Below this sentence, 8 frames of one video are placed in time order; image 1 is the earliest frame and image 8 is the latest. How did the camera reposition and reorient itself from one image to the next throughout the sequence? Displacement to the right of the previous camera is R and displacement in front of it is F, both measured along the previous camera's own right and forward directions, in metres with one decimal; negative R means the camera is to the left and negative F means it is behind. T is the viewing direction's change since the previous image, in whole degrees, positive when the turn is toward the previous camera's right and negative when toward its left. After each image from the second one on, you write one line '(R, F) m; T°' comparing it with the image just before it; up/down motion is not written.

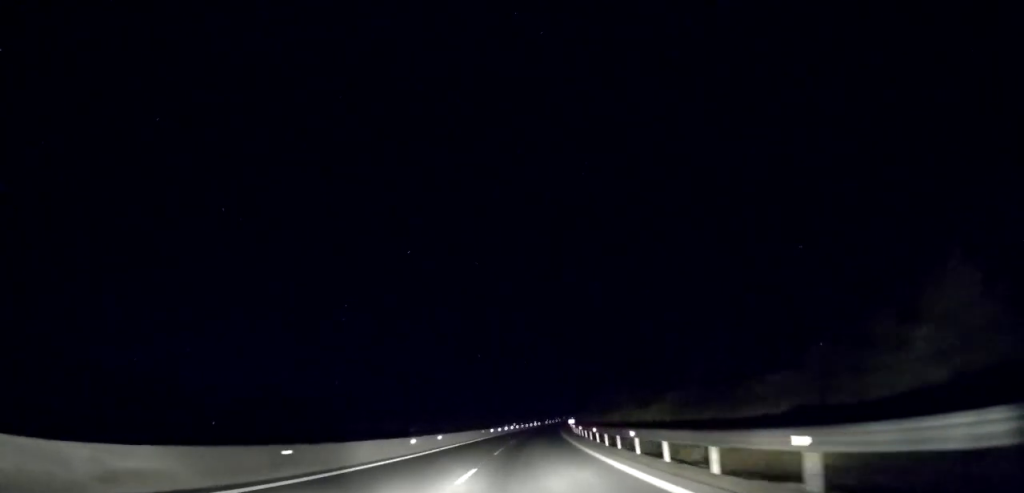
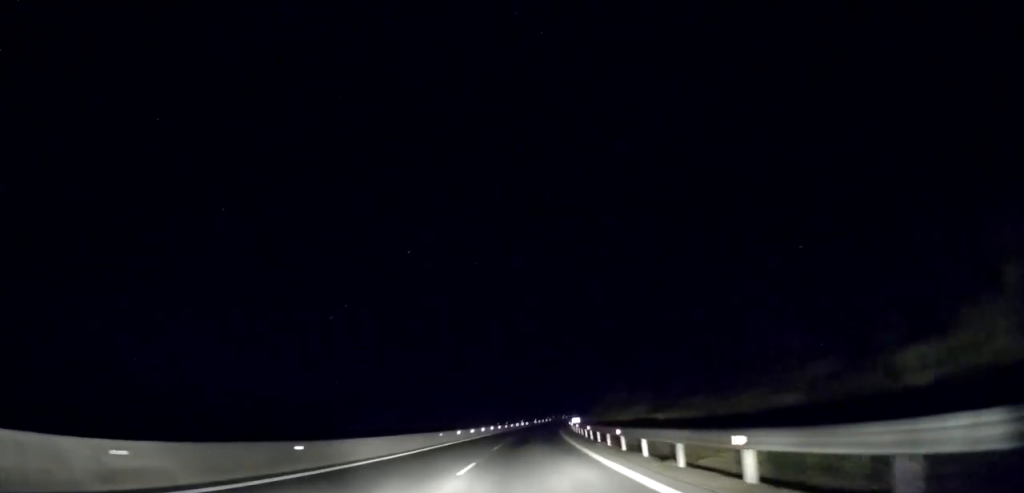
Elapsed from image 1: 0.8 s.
(+0.1, +22.2) m; +2°
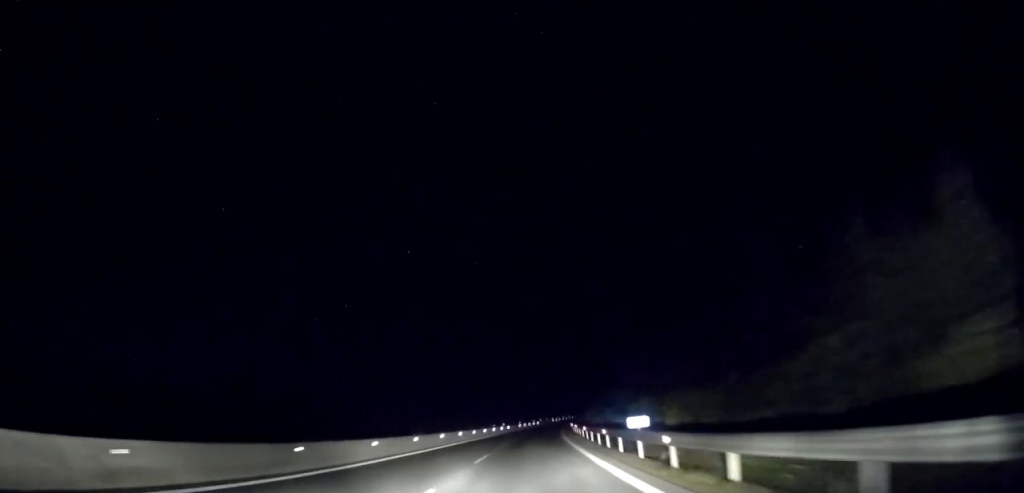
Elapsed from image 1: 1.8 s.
(+0.9, +31.5) m; +2°
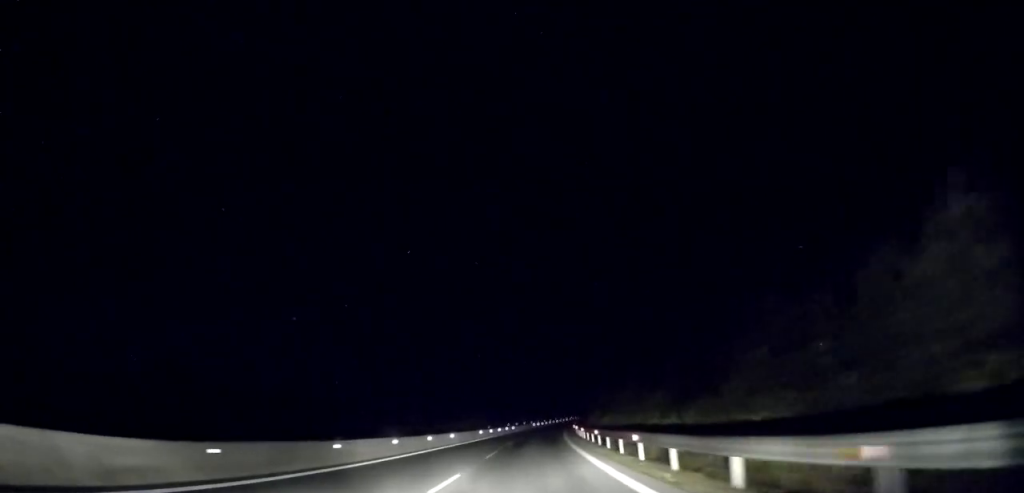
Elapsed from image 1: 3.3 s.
(+0.4, +44.9) m; +2°
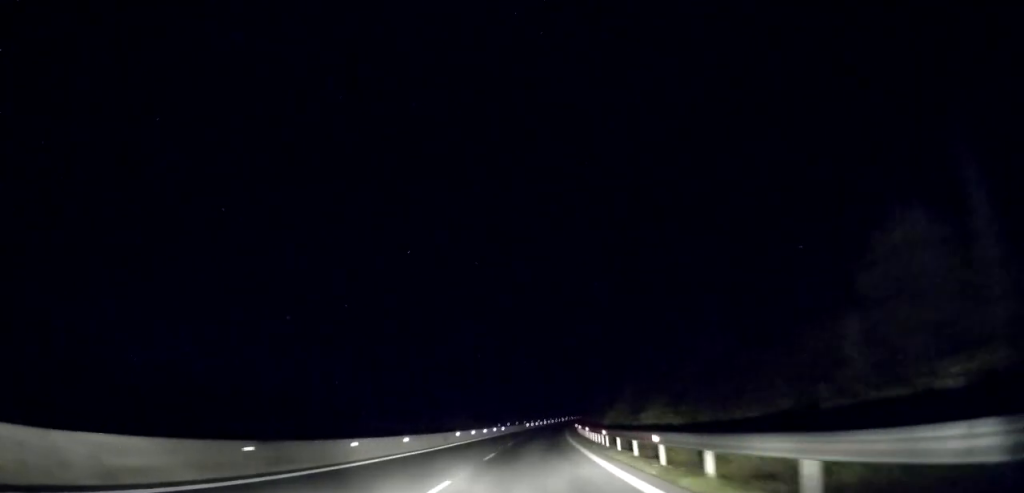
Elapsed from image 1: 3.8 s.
(+0.1, +14.3) m; +1°
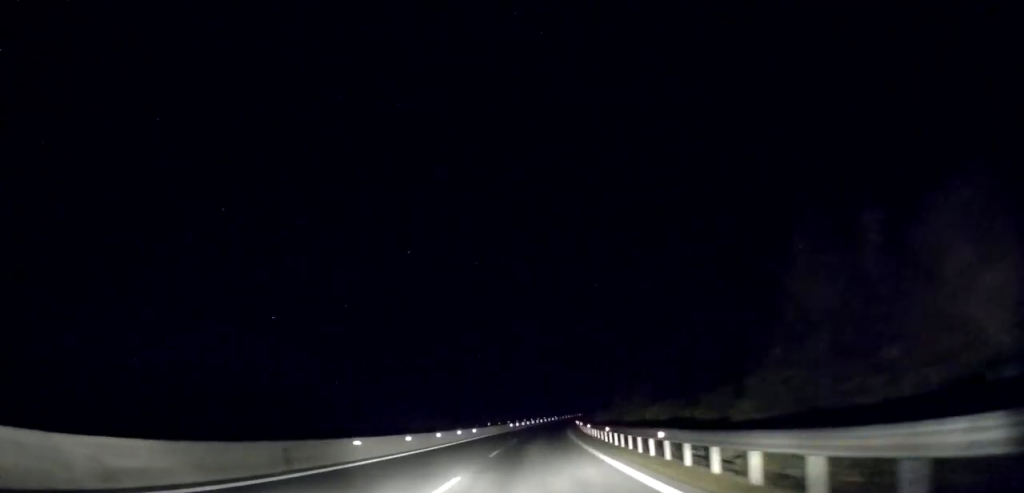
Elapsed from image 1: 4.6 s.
(+0.4, +23.8) m; +2°
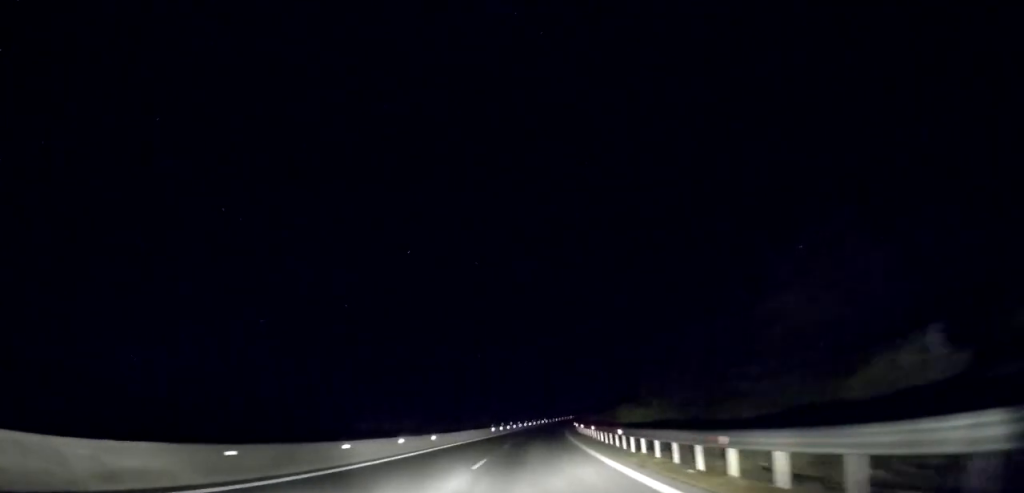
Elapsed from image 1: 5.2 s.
(+0.1, +16.8) m; +1°
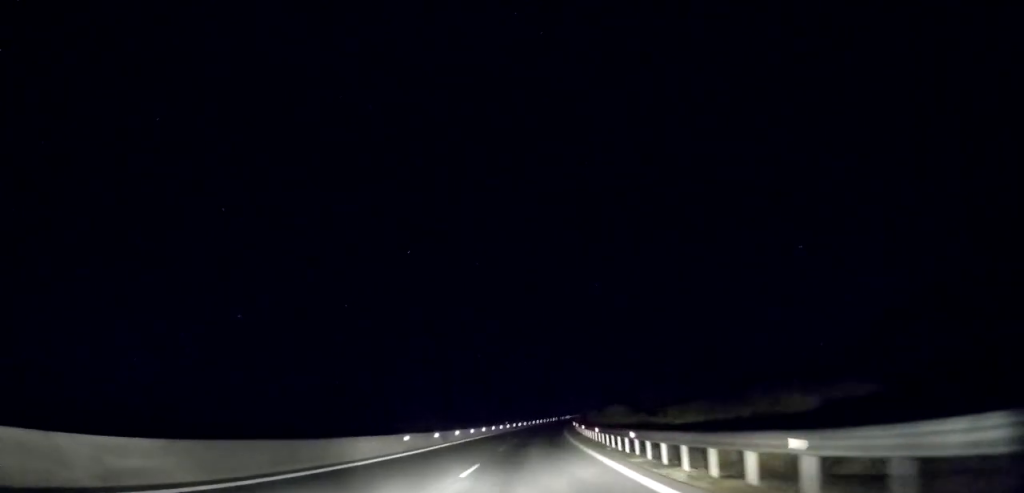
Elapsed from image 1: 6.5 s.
(+0.9, +38.7) m; +2°
